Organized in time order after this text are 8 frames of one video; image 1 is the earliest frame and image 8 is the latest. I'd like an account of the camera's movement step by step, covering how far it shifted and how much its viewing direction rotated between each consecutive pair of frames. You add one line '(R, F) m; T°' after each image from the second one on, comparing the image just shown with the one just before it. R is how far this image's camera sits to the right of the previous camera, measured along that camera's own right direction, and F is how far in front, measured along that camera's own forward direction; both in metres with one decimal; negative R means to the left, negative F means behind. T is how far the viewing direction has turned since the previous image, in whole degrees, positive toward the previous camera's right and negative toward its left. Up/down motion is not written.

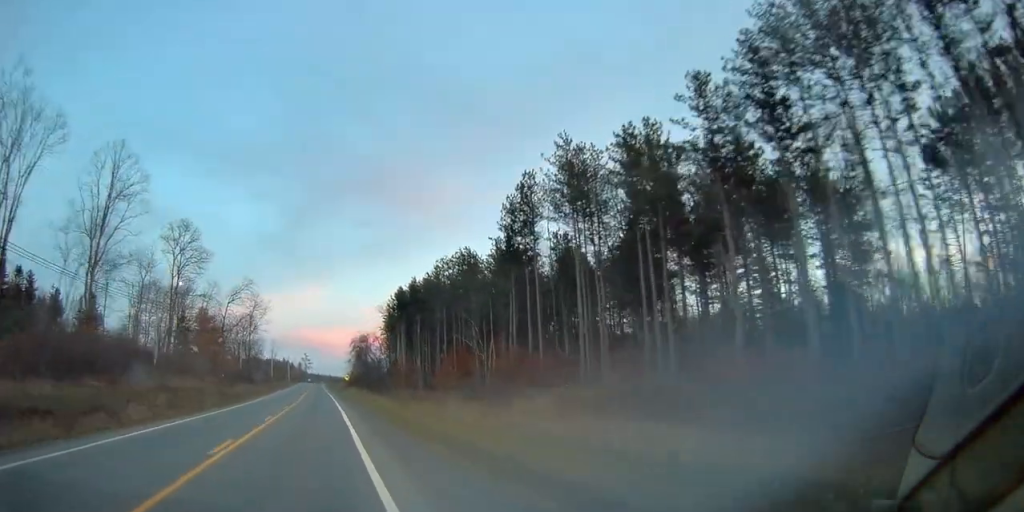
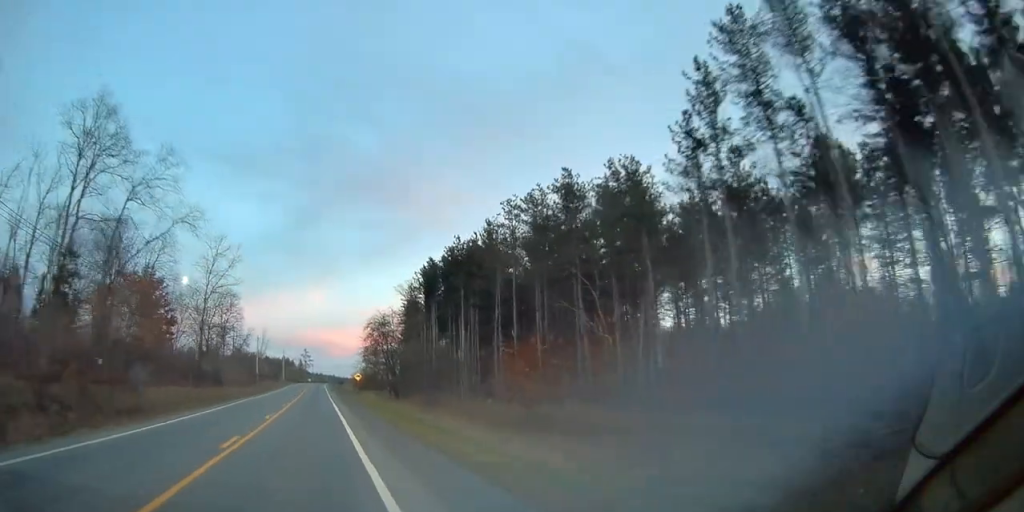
(0.0, +35.6) m; 0°
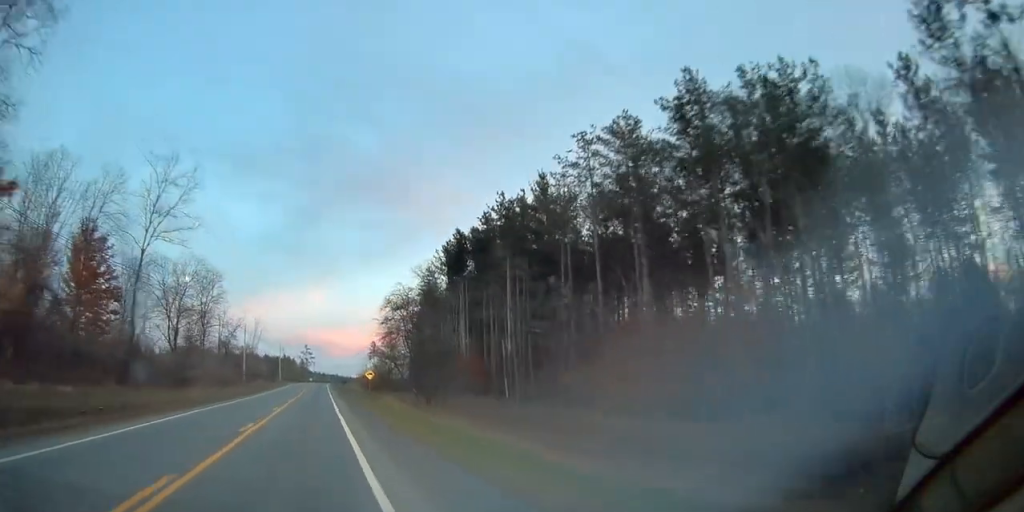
(0.0, +20.2) m; 0°
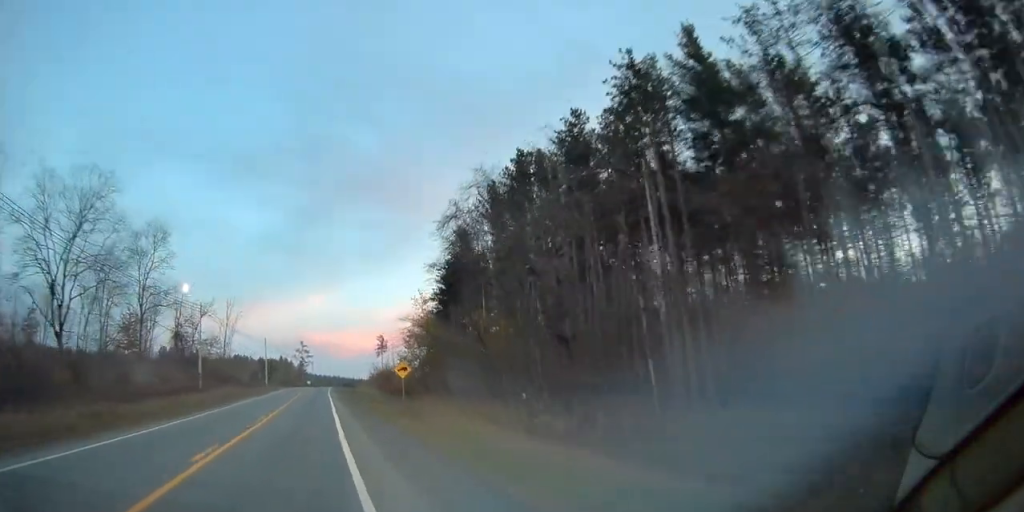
(-0.2, +31.1) m; -1°
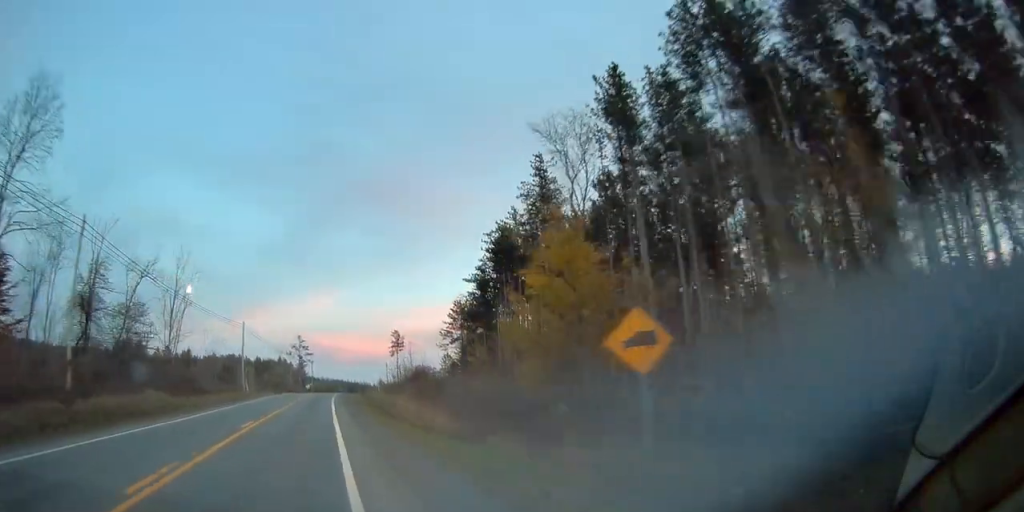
(0.0, +31.3) m; 0°
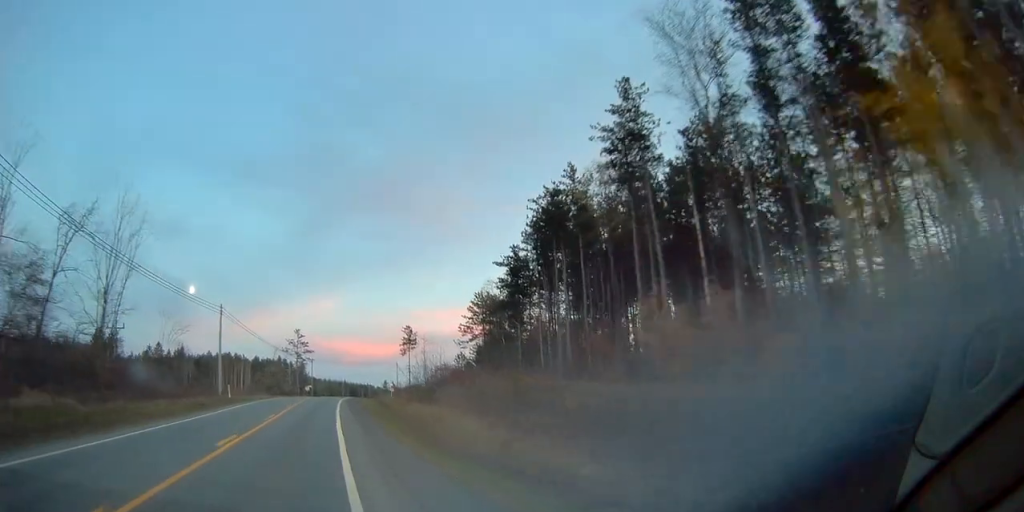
(0.0, +17.4) m; 0°
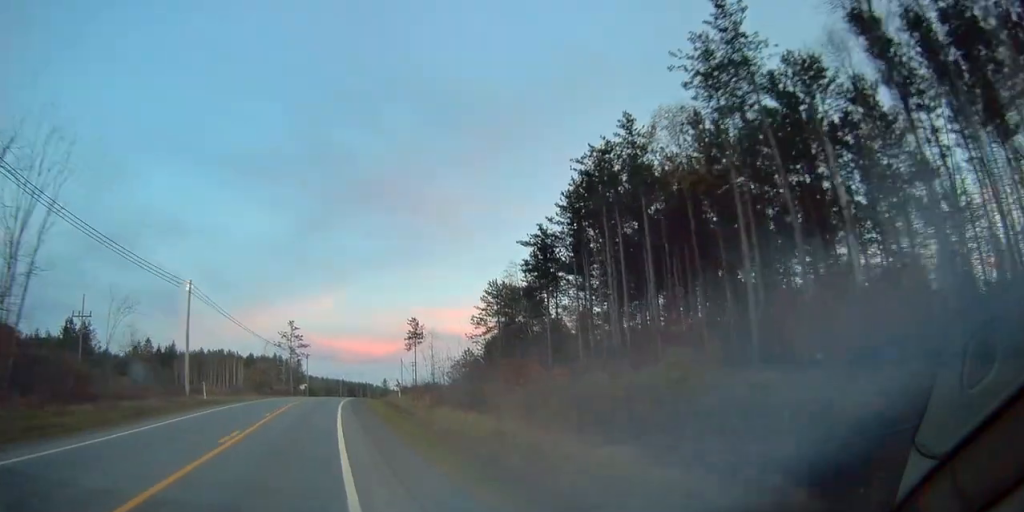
(+0.1, +12.4) m; 0°
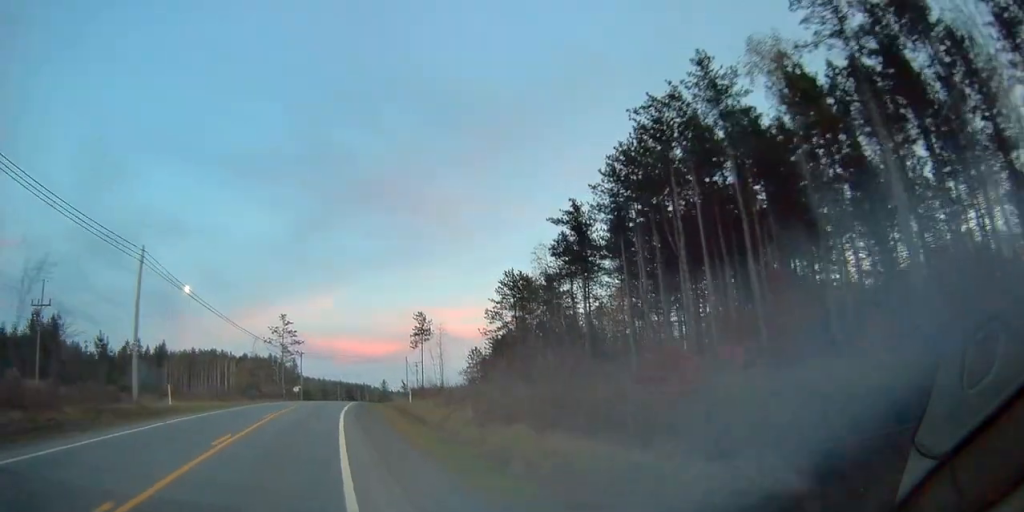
(0.0, +11.7) m; 0°
